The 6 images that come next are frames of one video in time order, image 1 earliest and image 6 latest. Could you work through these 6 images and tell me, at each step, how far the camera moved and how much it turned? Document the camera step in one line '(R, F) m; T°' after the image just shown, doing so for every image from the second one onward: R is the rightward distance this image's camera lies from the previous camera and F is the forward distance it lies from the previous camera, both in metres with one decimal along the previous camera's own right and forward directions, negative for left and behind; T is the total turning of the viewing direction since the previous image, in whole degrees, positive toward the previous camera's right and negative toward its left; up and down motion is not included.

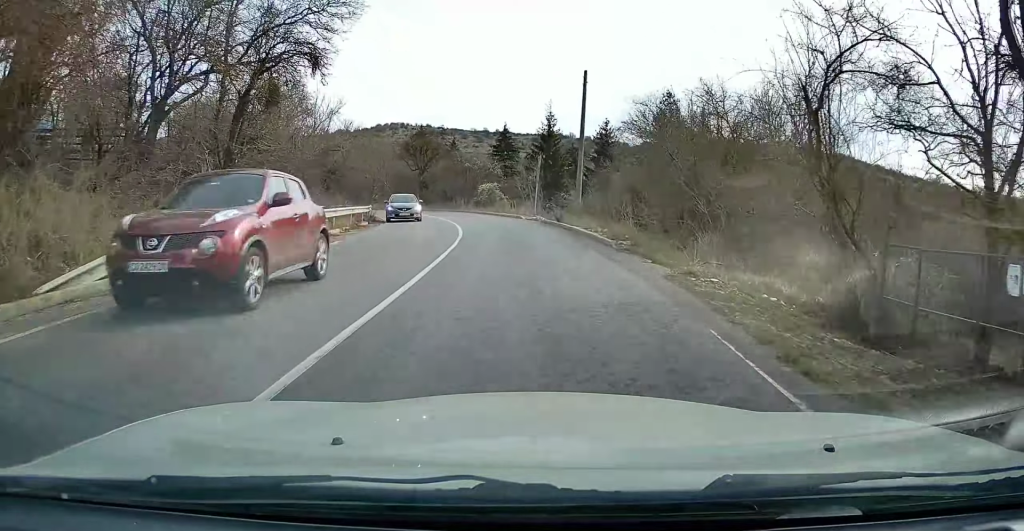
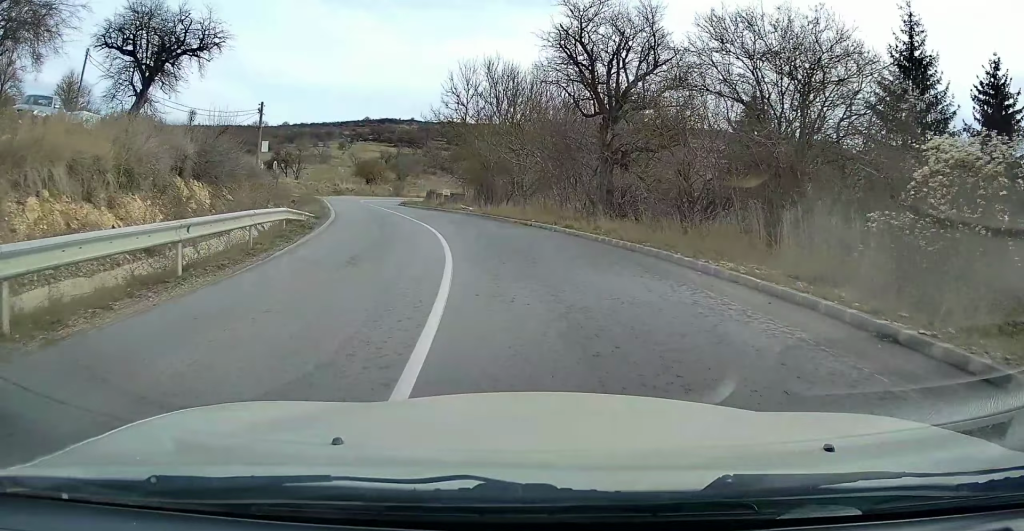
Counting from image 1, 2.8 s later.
(-5.4, +43.1) m; -16°
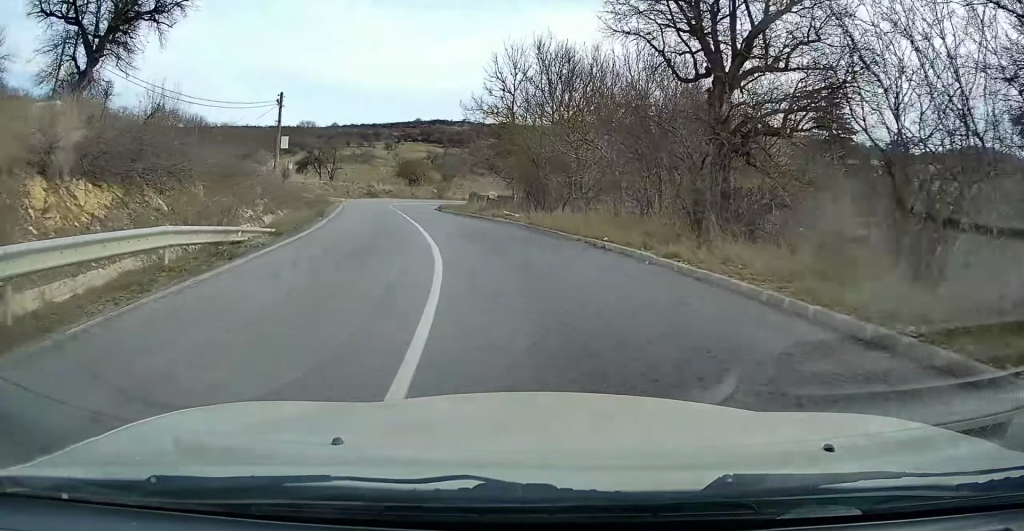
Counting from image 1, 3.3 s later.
(-0.4, +8.4) m; -5°
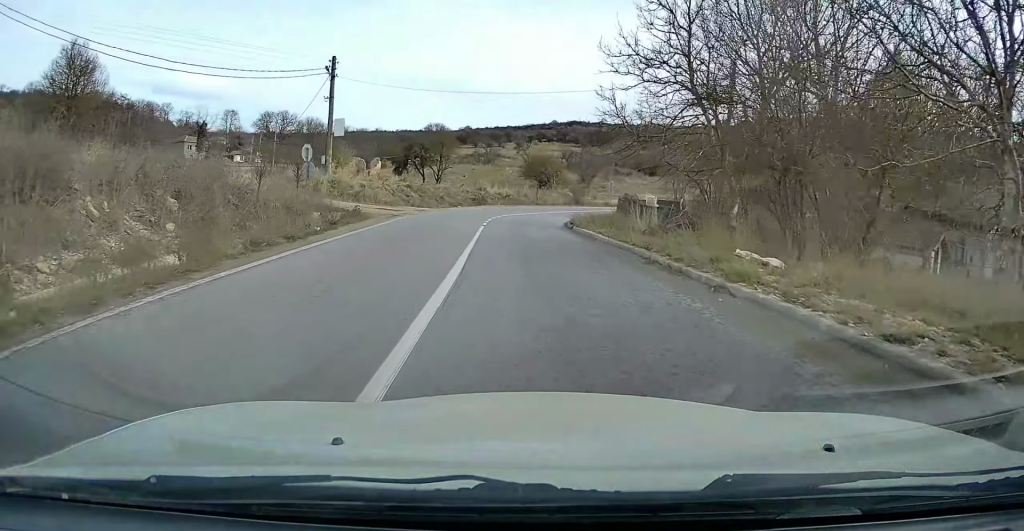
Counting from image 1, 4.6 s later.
(-2.2, +18.8) m; -11°
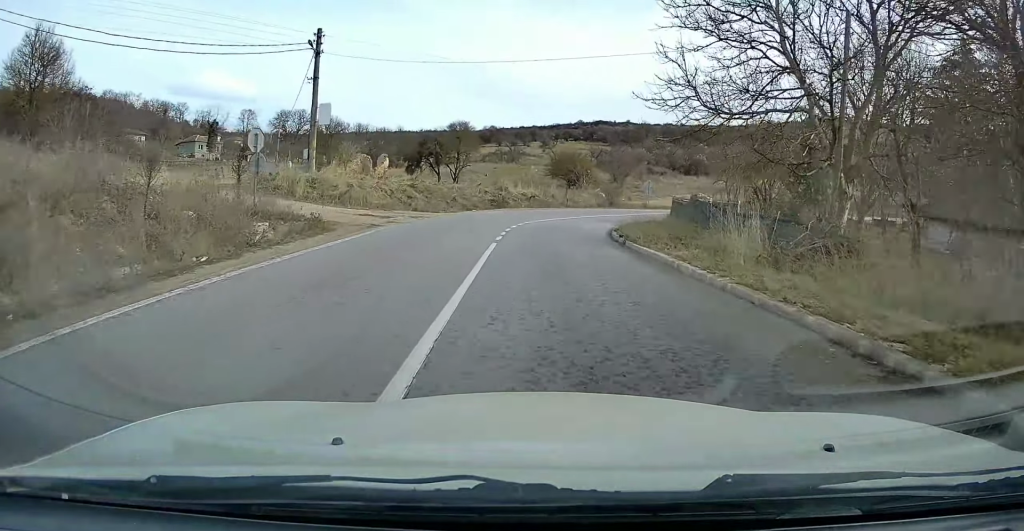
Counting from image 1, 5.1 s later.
(-0.2, +7.7) m; -1°
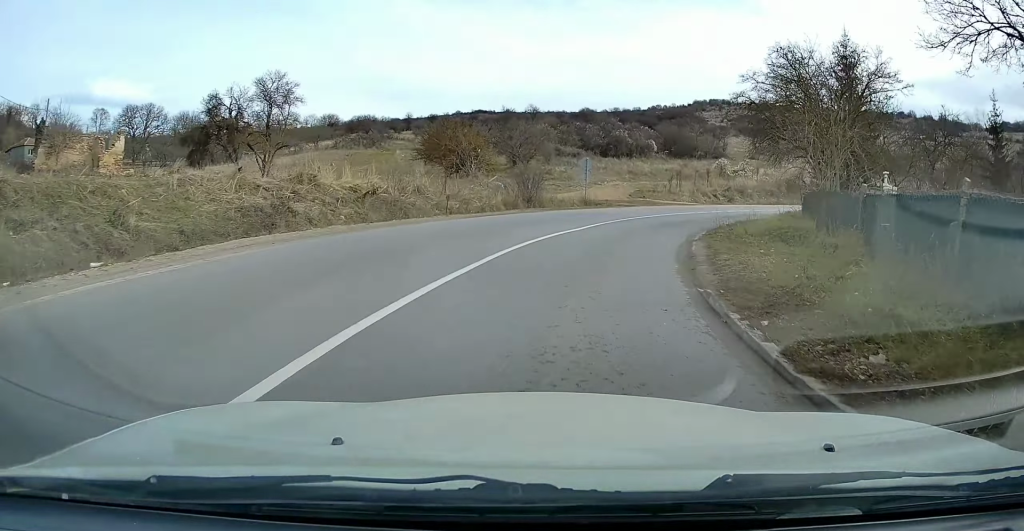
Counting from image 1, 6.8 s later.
(+0.6, +25.9) m; +10°
